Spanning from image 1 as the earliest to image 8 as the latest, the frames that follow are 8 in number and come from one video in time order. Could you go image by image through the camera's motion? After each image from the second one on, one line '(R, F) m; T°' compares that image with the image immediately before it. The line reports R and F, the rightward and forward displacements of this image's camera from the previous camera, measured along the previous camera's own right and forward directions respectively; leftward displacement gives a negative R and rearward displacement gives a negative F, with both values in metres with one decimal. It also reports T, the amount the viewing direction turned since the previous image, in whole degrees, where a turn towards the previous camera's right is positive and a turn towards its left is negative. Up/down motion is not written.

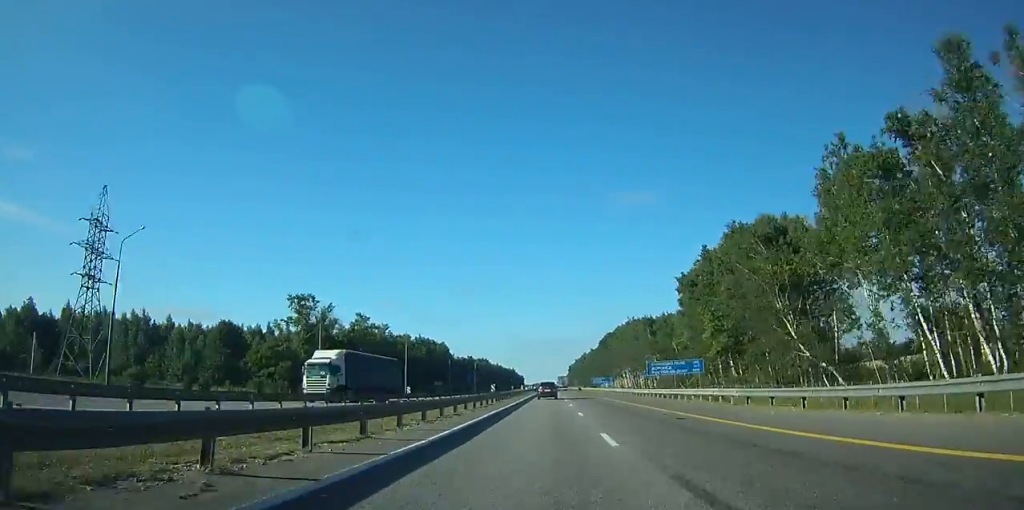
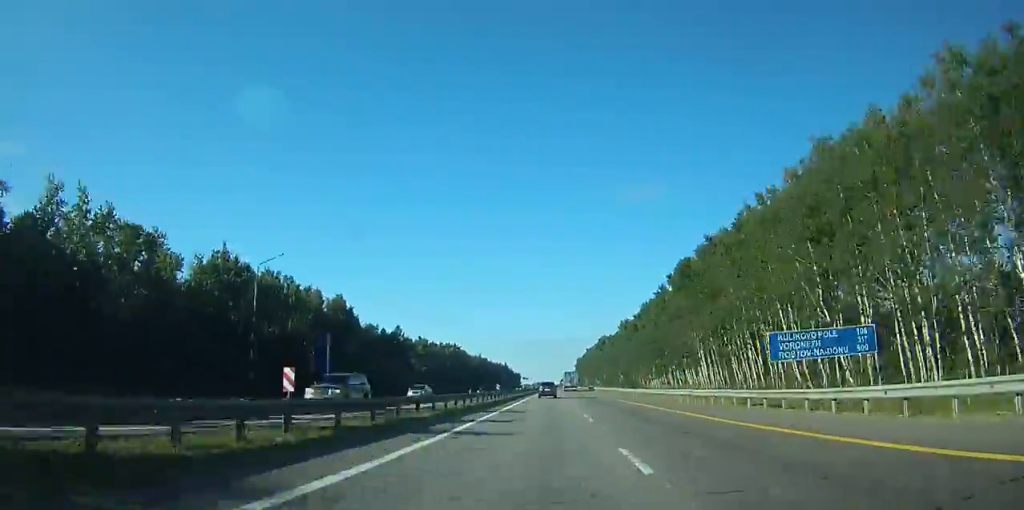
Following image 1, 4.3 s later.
(-0.1, +138.7) m; 0°
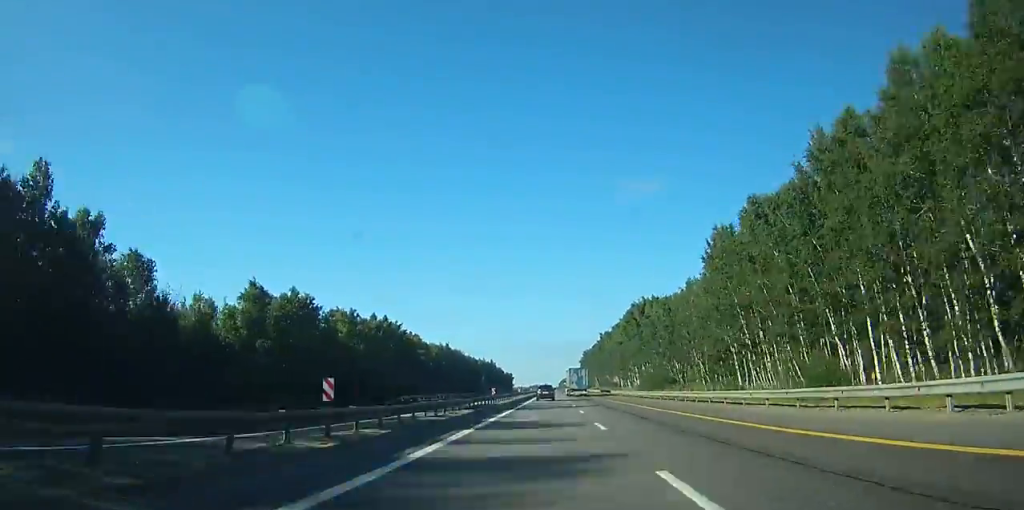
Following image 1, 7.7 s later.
(0.0, +107.9) m; 0°
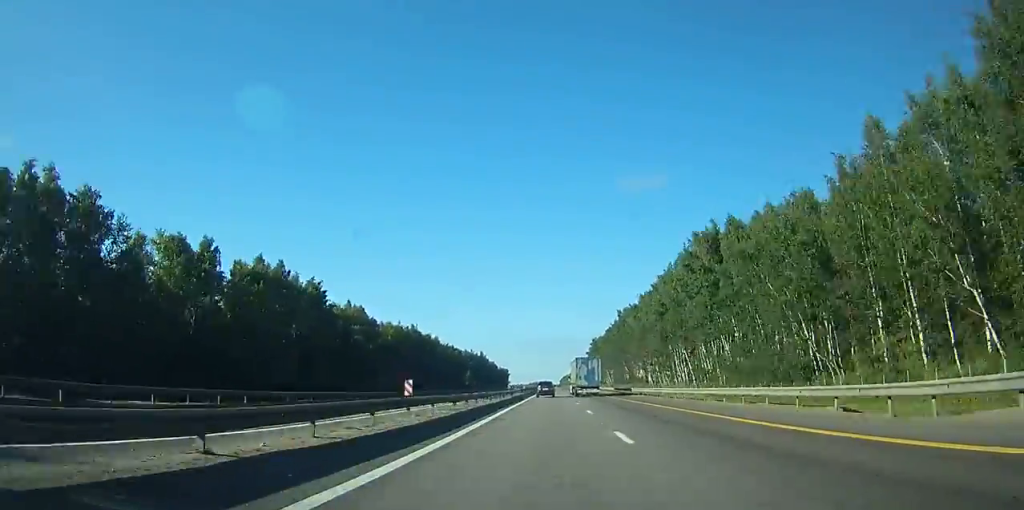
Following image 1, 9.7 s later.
(0.0, +60.5) m; 0°
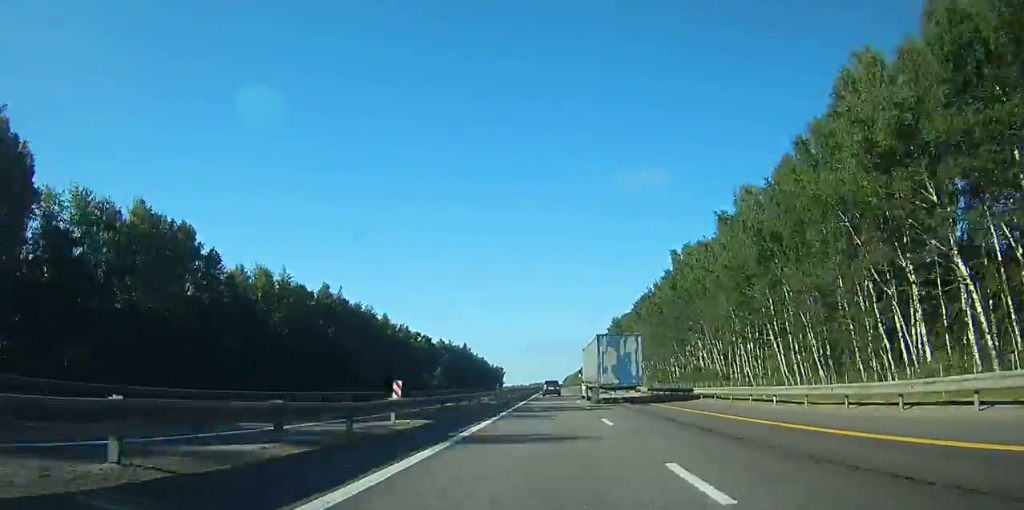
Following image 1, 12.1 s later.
(0.0, +73.4) m; 0°
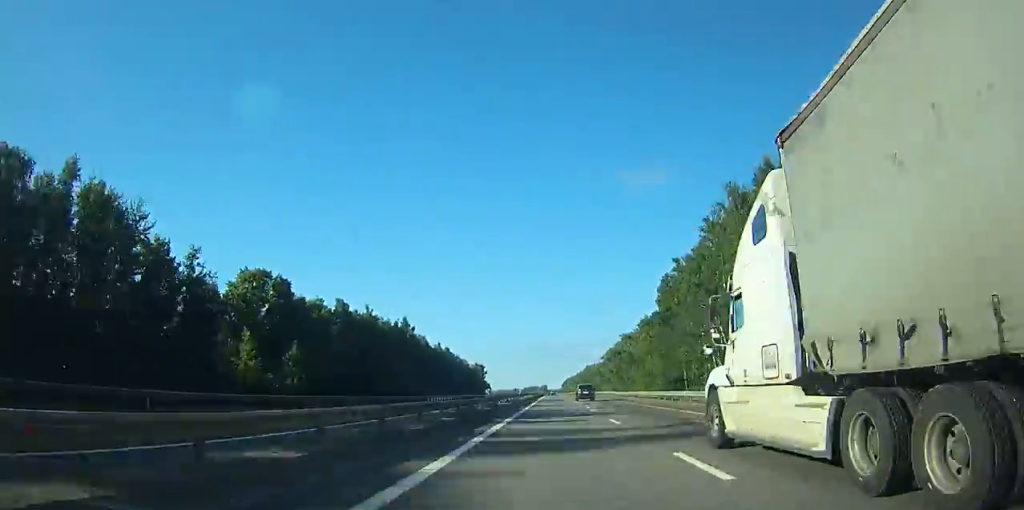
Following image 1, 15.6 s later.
(0.0, +112.3) m; +1°
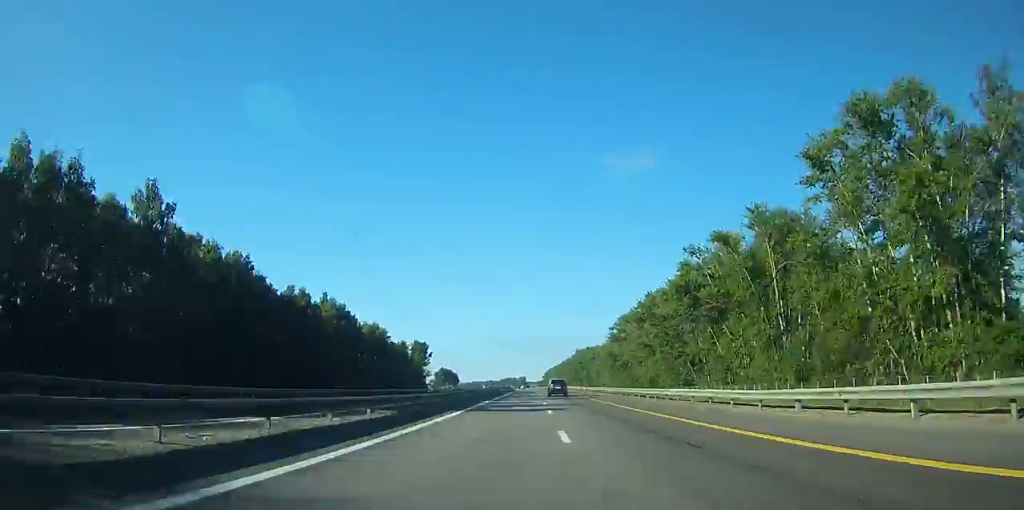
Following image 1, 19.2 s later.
(+1.0, +117.9) m; 0°
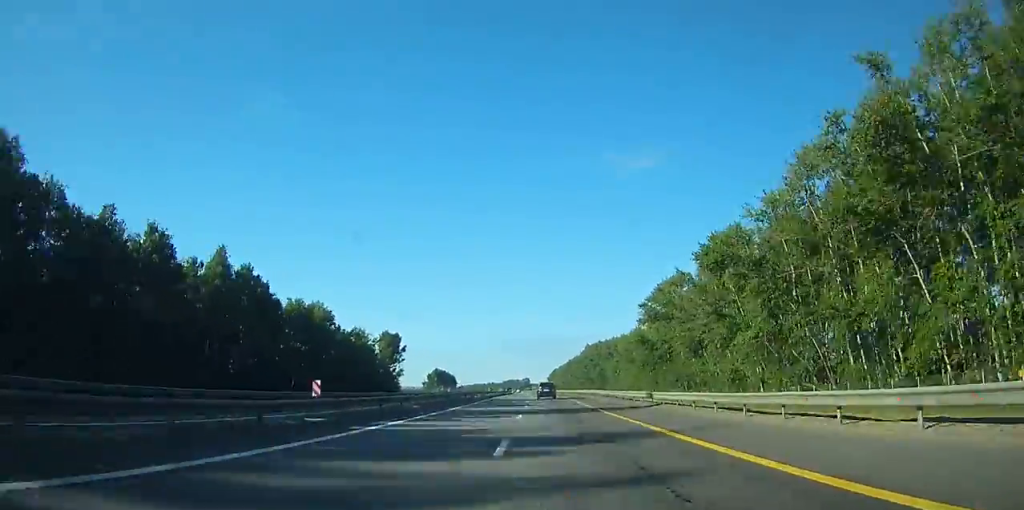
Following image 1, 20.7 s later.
(+0.1, +52.8) m; 0°
